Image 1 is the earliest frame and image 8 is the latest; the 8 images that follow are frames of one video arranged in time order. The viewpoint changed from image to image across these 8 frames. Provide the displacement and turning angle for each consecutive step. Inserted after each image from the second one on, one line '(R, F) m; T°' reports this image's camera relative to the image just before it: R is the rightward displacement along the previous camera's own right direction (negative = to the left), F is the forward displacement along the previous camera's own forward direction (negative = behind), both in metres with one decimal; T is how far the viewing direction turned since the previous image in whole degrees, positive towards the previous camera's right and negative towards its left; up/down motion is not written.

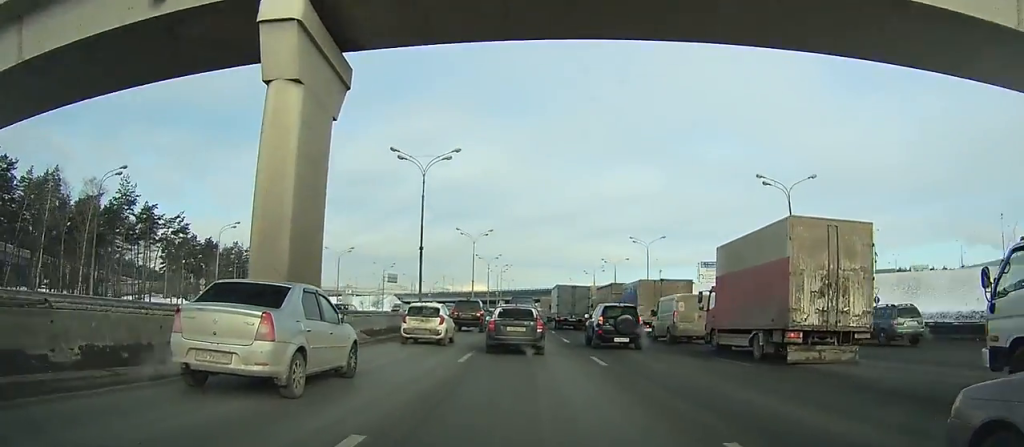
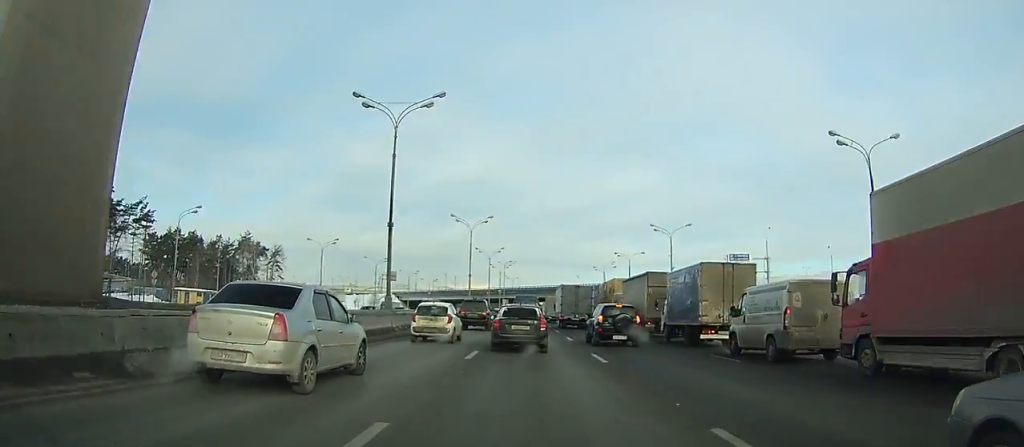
(0.0, +11.0) m; 0°
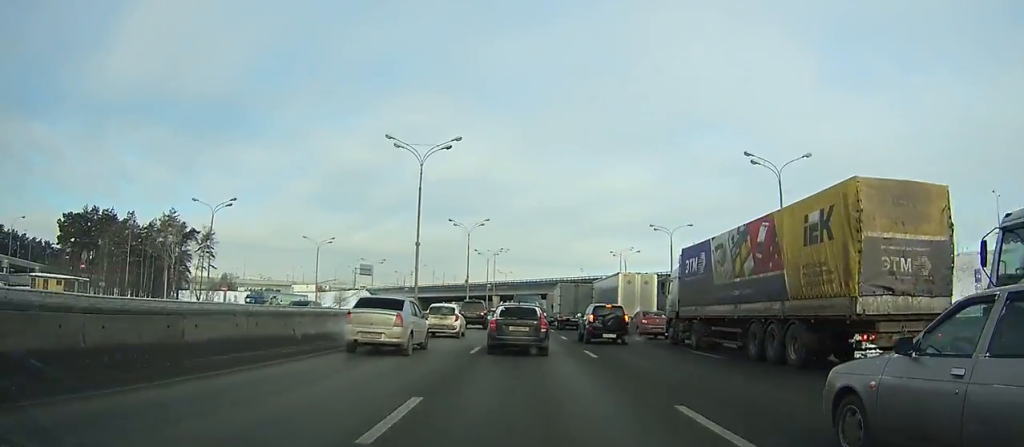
(0.0, +32.8) m; 0°
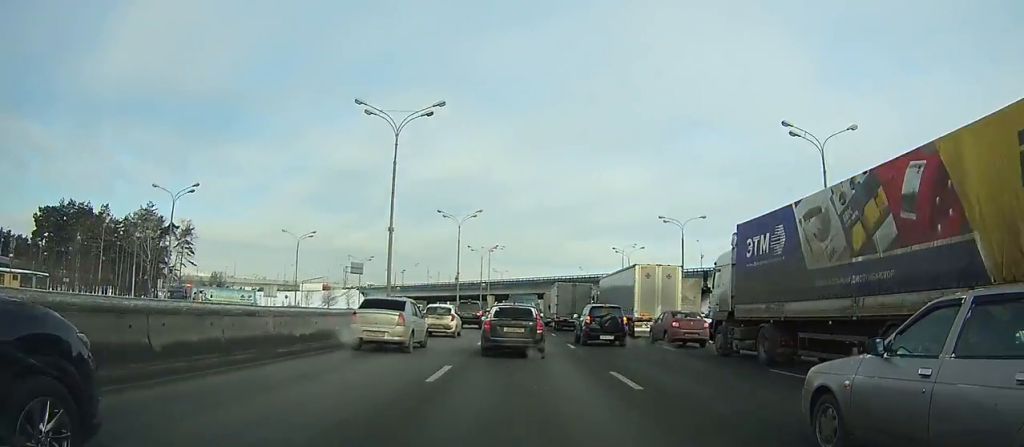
(0.0, +6.9) m; 0°
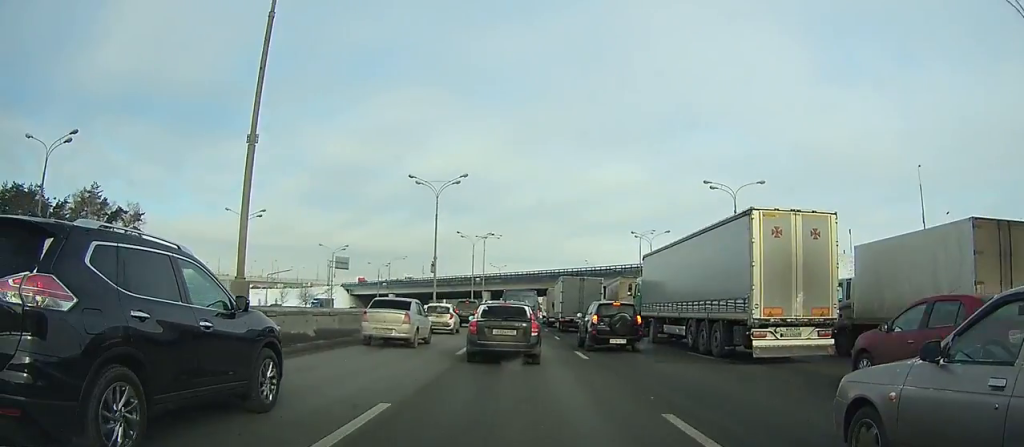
(+0.1, +17.2) m; 0°
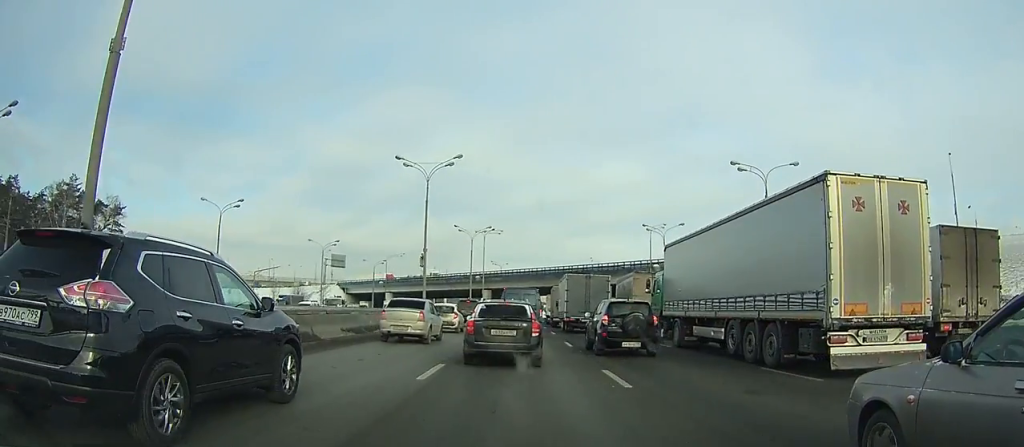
(0.0, +6.1) m; -1°
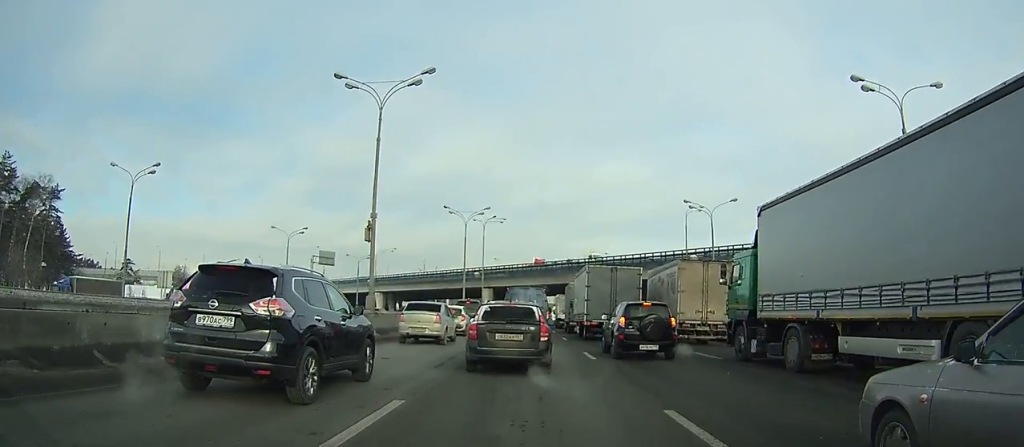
(-0.5, +18.5) m; -3°
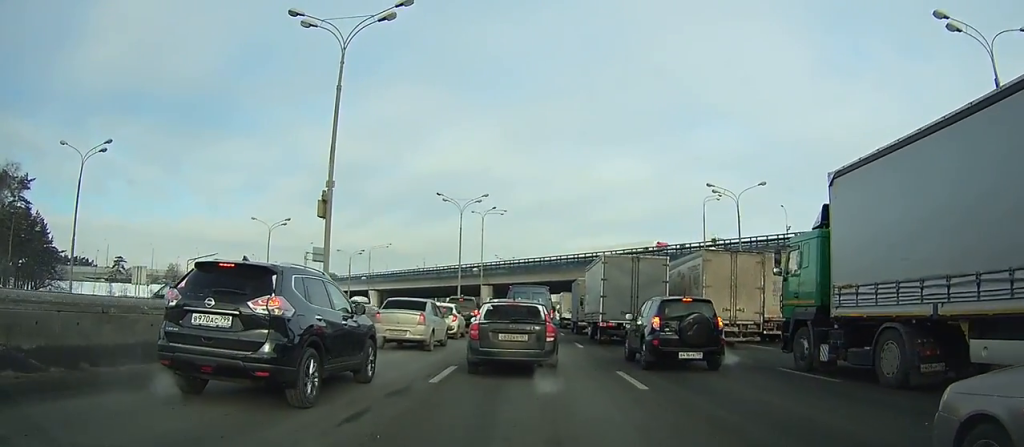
(0.0, +6.4) m; 0°
